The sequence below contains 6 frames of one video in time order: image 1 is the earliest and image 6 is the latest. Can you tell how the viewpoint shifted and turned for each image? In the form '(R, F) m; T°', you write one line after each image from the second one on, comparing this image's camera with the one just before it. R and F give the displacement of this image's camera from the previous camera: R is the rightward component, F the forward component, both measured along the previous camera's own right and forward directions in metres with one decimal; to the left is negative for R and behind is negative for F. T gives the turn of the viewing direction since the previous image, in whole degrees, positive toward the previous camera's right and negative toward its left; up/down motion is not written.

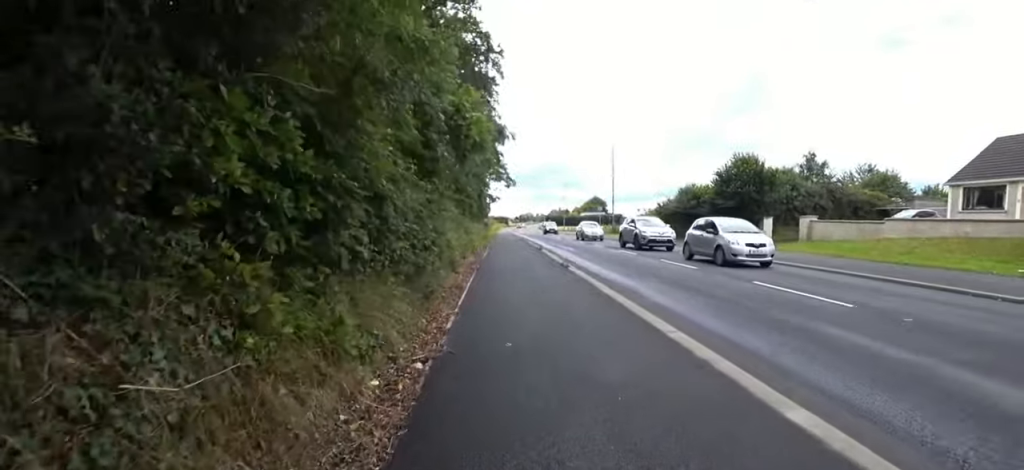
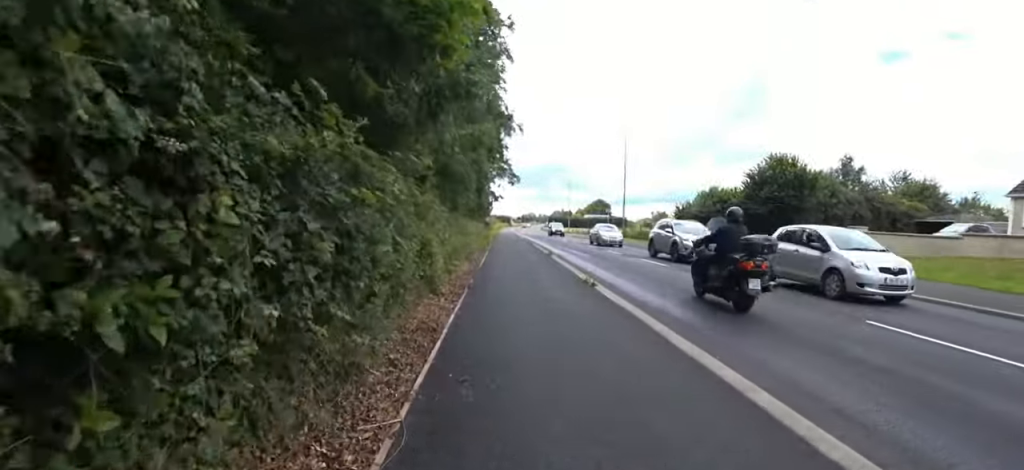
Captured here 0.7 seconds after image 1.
(+0.1, +3.1) m; -4°
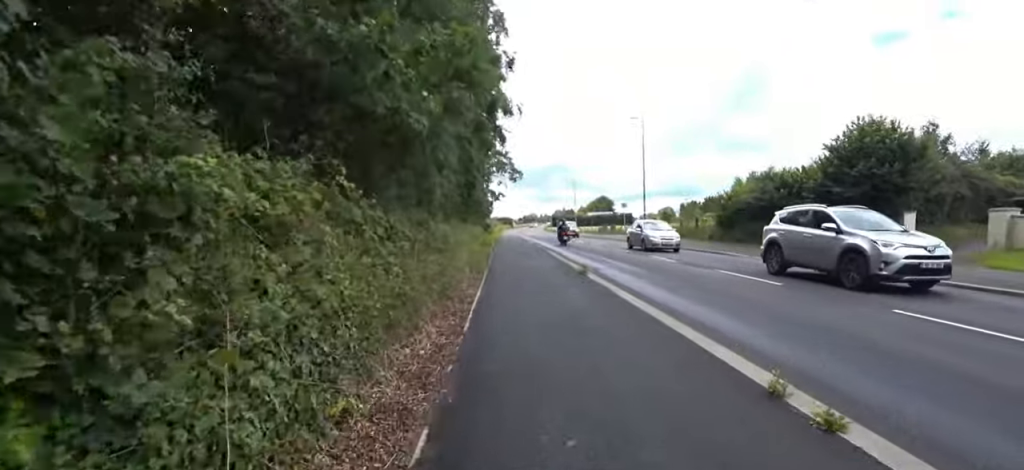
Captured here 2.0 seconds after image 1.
(-0.3, +6.3) m; 0°
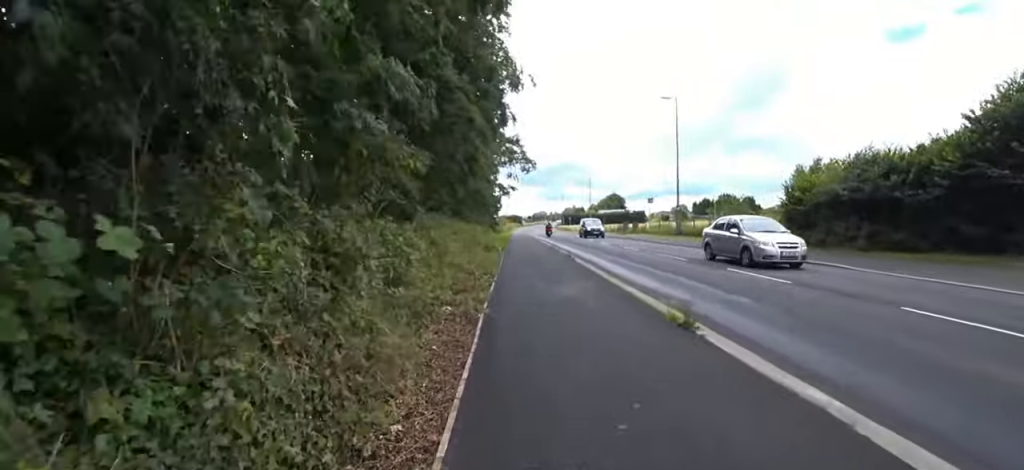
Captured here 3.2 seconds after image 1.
(+0.1, +5.7) m; 0°
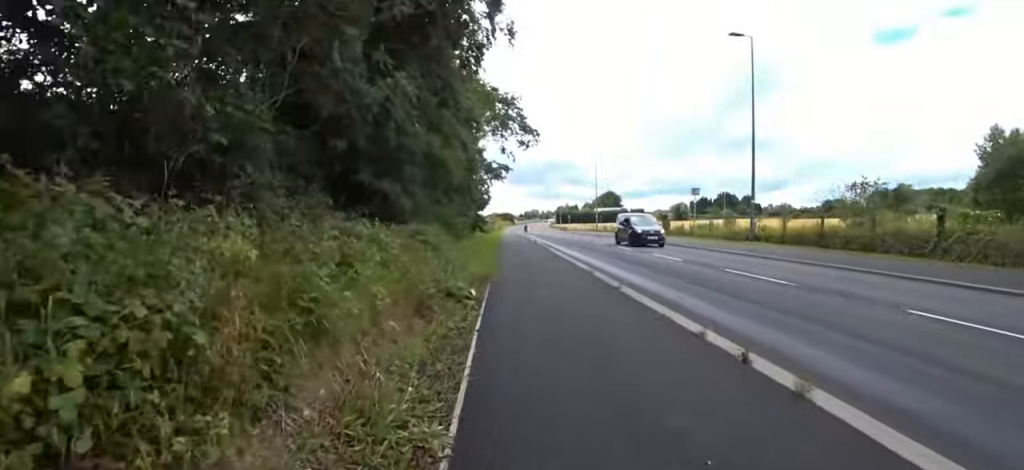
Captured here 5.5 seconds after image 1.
(+1.0, +12.0) m; +9°
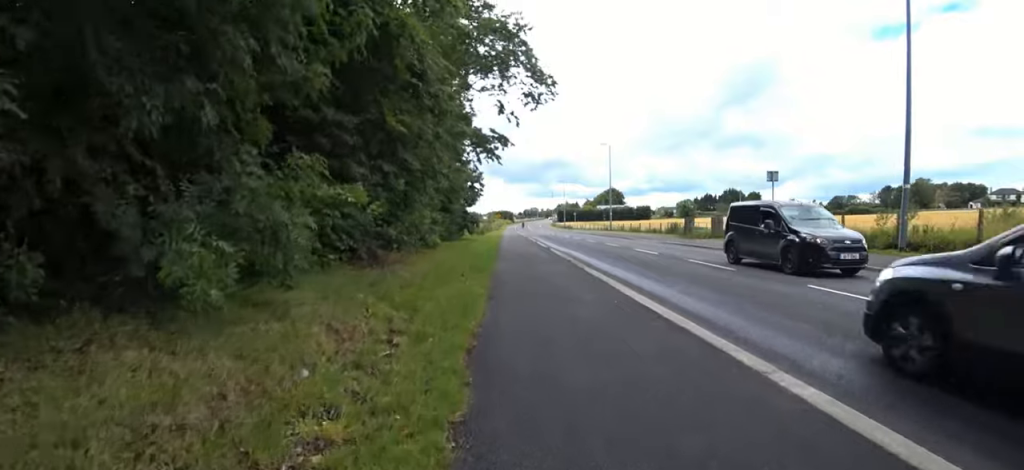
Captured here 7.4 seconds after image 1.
(-0.2, +9.0) m; -7°
